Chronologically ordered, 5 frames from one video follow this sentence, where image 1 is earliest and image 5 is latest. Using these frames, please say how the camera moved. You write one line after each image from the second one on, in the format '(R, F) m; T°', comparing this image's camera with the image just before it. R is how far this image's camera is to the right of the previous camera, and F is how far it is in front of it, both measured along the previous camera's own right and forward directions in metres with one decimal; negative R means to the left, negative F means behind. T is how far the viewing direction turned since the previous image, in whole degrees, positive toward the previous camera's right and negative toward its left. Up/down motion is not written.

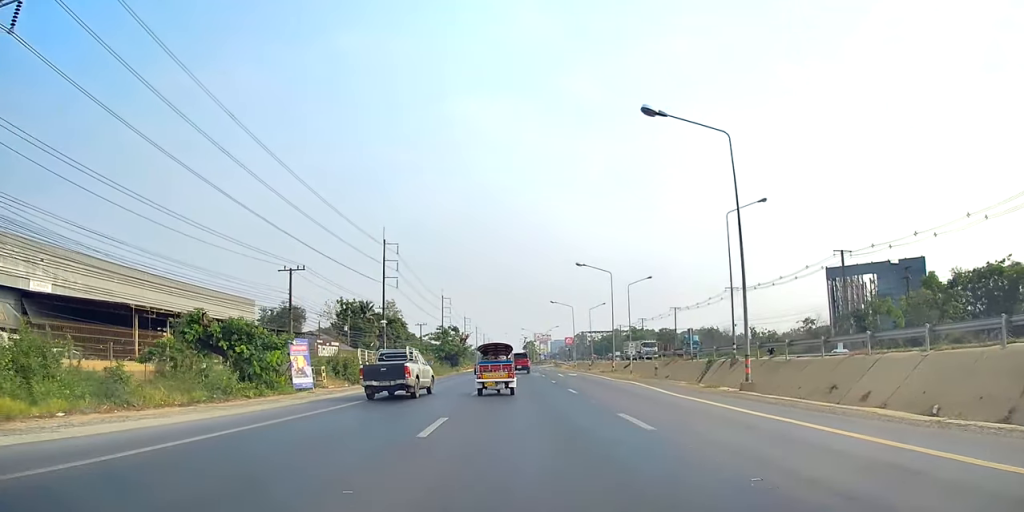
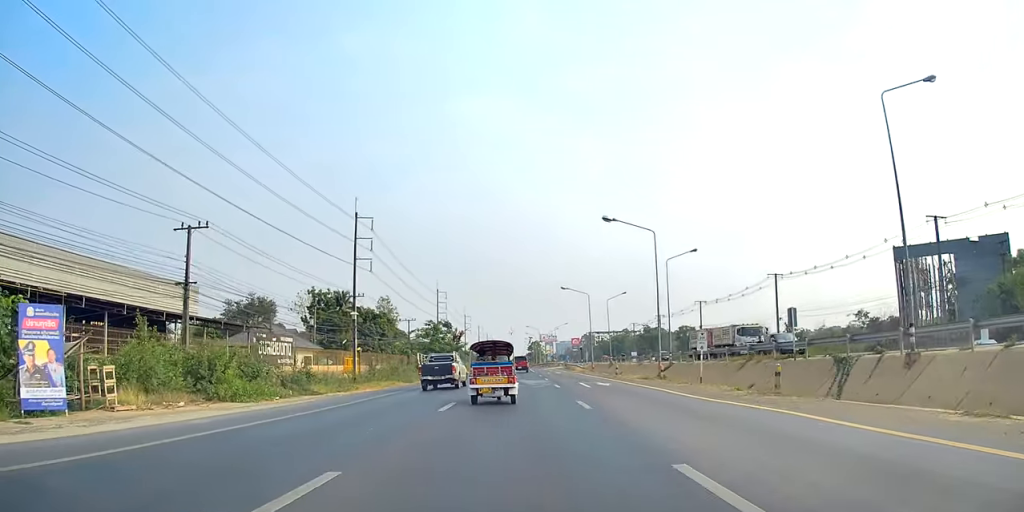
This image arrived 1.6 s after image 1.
(+0.2, +19.6) m; +1°
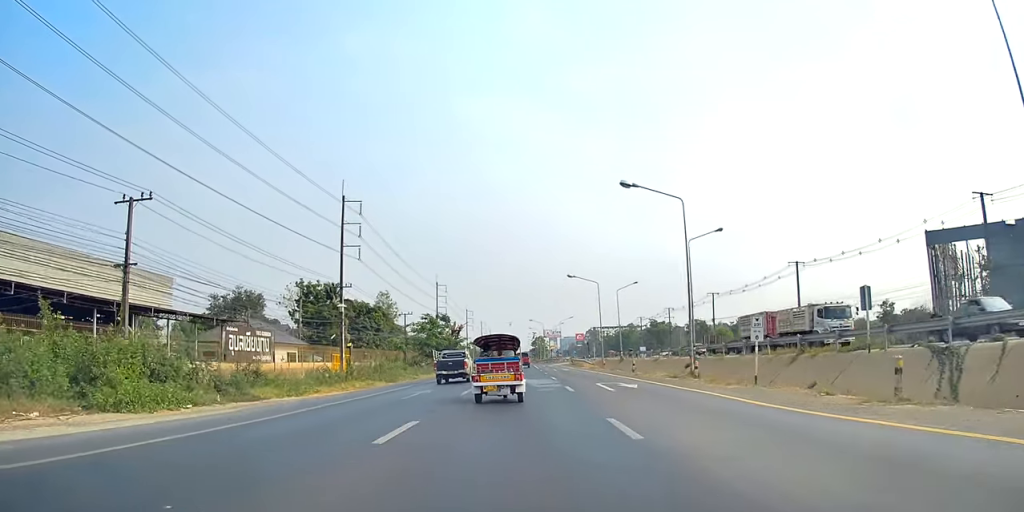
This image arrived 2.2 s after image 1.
(0.0, +6.9) m; 0°
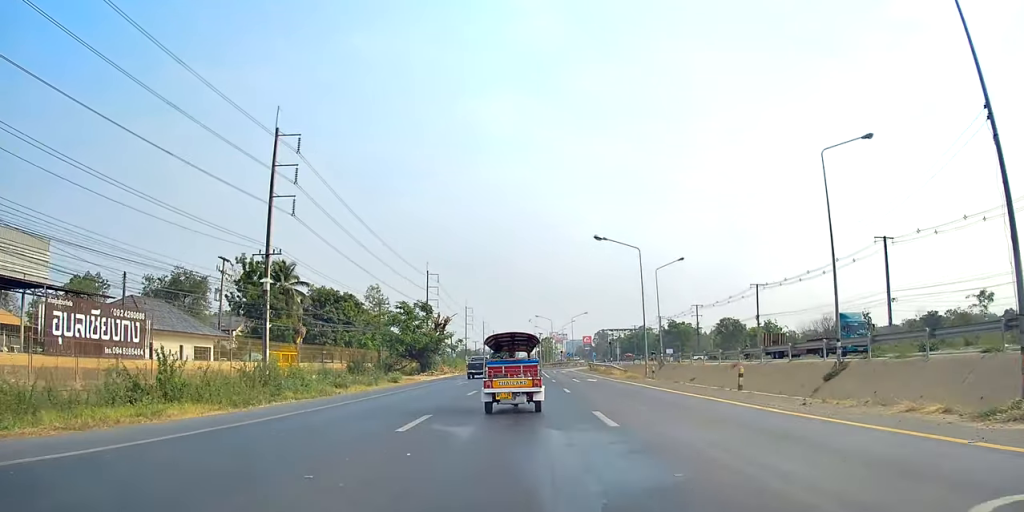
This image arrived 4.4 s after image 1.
(-0.4, +23.7) m; -3°
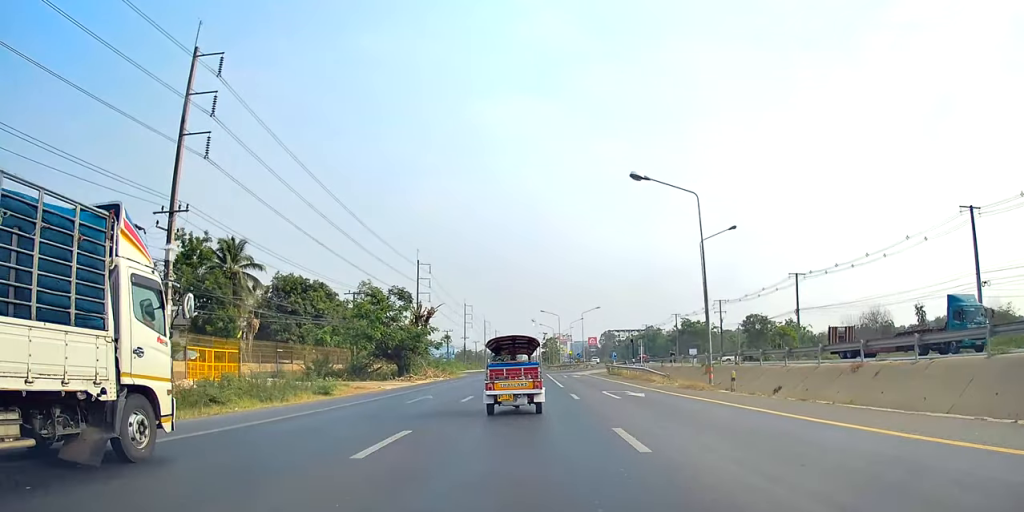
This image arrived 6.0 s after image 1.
(-0.5, +15.8) m; -3°
